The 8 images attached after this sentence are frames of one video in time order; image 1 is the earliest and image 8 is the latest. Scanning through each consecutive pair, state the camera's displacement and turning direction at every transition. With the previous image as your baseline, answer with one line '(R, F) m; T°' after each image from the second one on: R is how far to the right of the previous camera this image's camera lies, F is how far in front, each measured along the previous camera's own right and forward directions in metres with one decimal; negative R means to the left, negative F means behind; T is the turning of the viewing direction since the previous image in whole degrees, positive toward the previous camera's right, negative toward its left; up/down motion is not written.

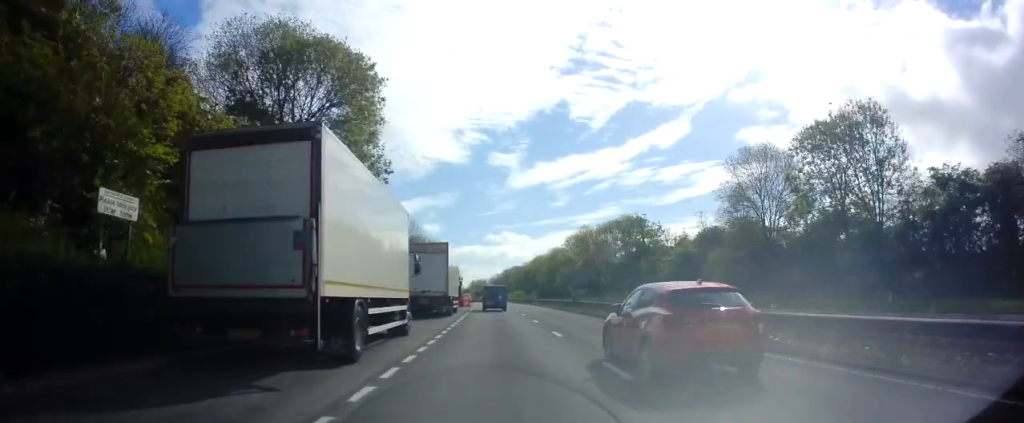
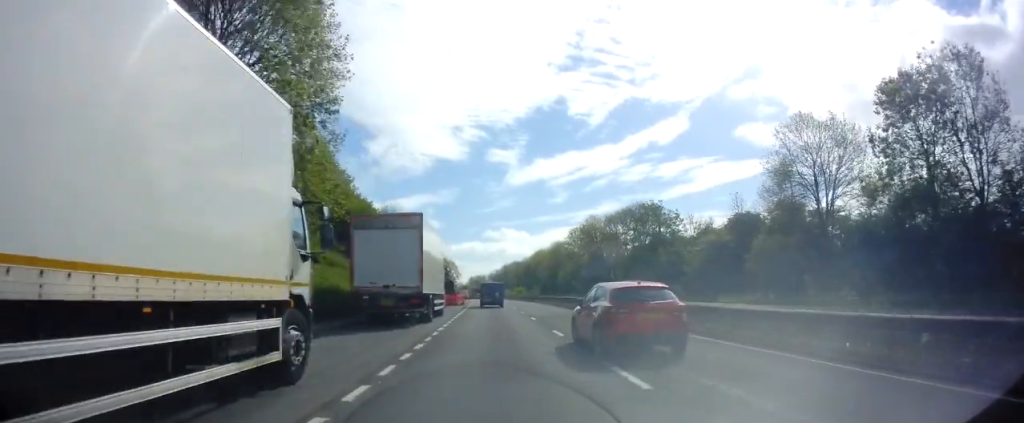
(+0.1, +9.7) m; +1°
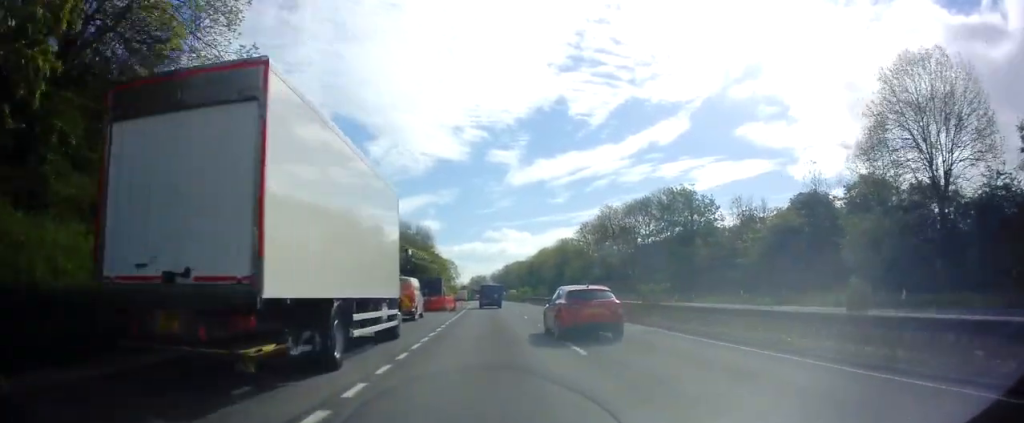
(+0.3, +13.7) m; +1°
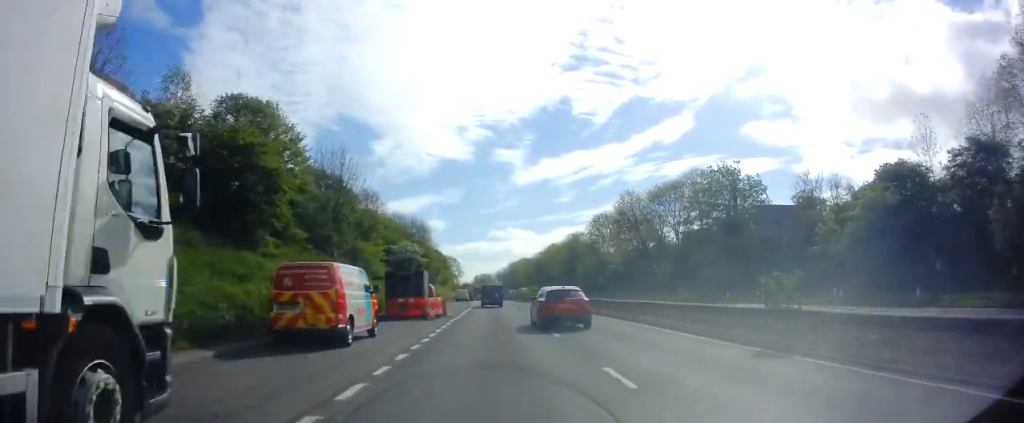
(0.0, +12.2) m; -2°
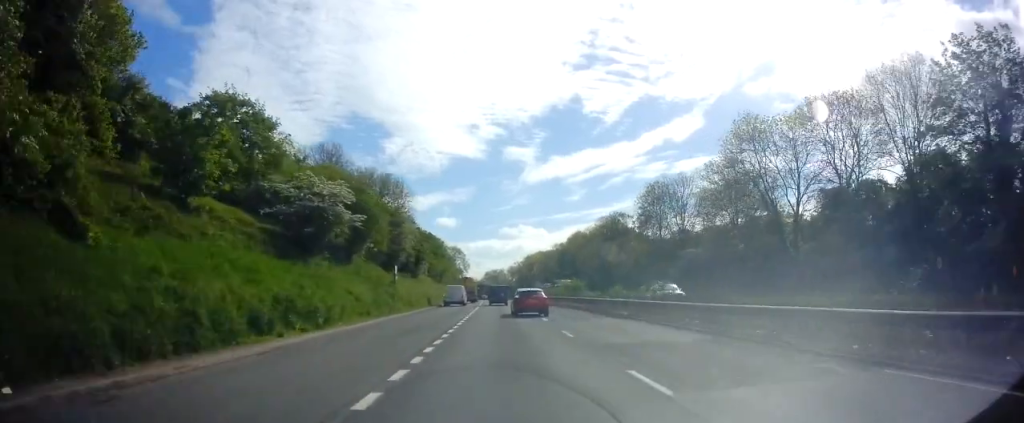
(-0.9, +36.5) m; -1°
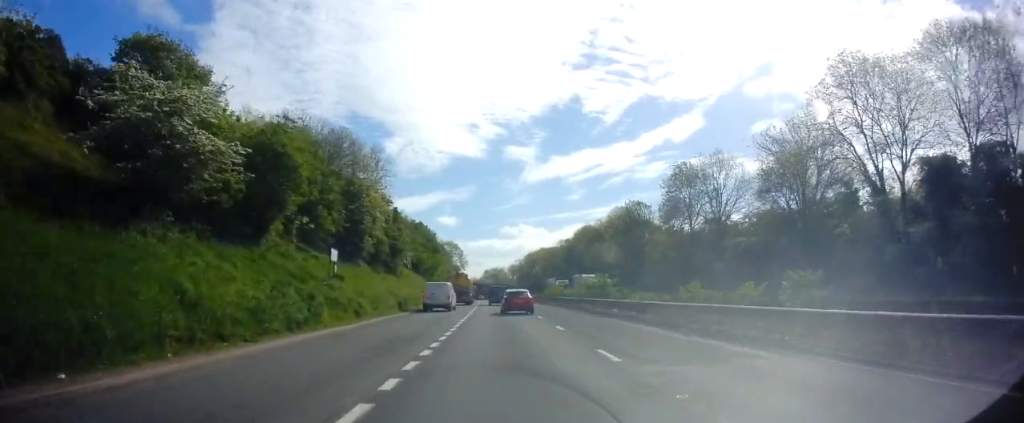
(+0.1, +14.6) m; +1°
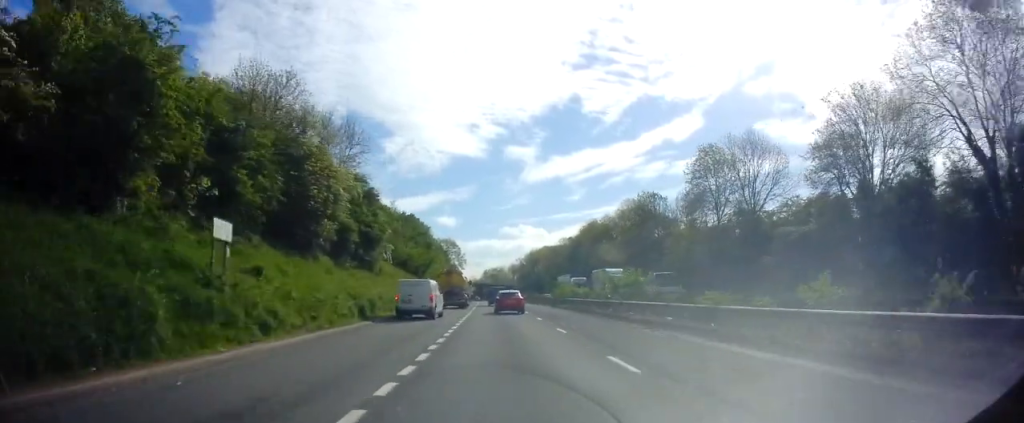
(+0.1, +10.0) m; 0°
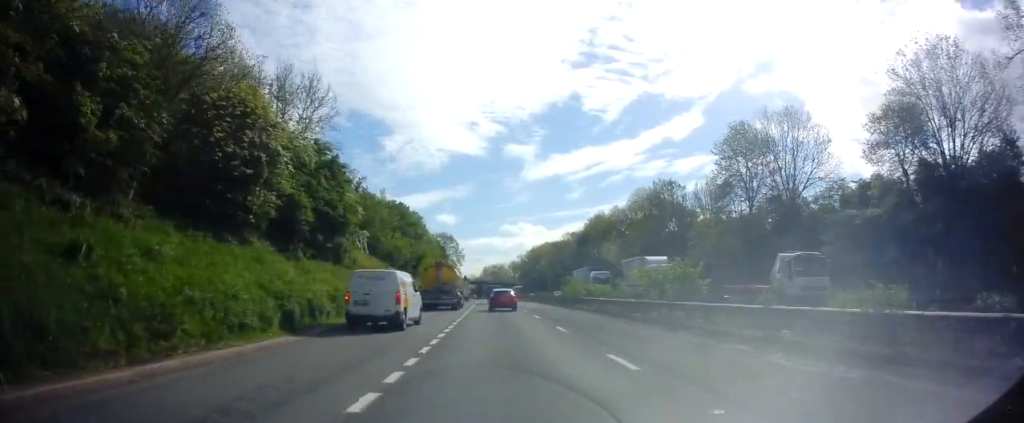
(+0.2, +8.9) m; -1°
